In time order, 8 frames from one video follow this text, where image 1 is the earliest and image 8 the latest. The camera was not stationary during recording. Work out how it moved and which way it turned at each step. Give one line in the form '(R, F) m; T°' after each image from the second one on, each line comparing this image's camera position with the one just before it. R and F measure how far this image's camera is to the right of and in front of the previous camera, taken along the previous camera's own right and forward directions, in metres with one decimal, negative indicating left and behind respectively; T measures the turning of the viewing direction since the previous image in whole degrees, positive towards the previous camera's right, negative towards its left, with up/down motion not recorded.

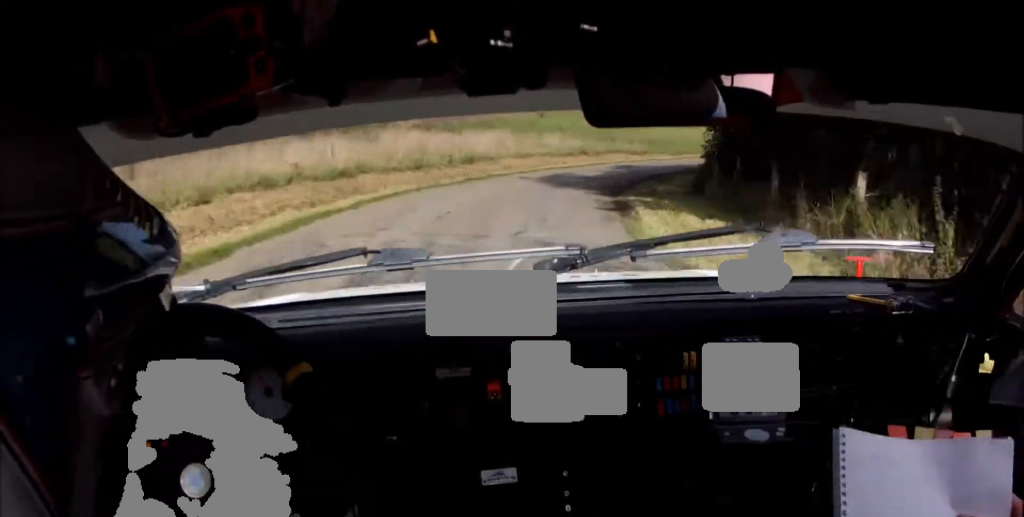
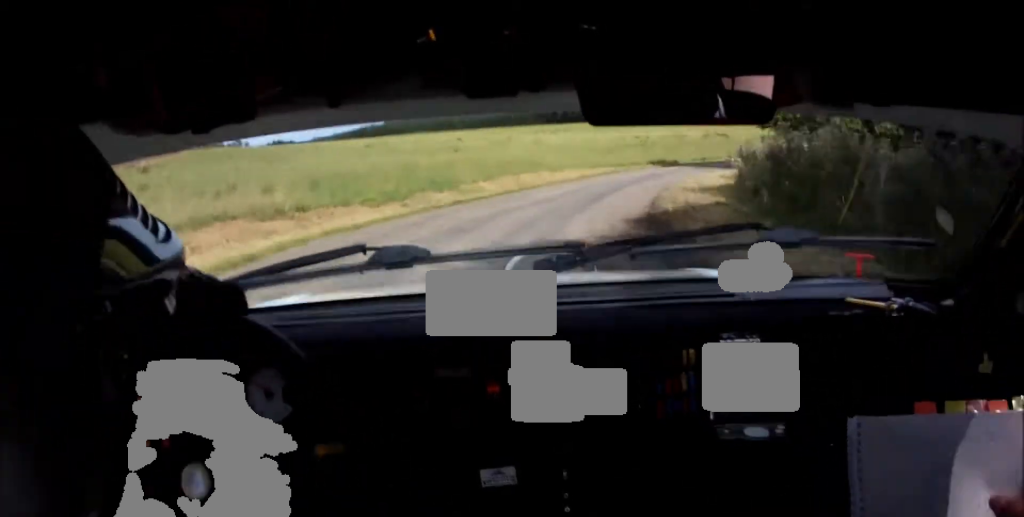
(+7.2, +36.3) m; +26°
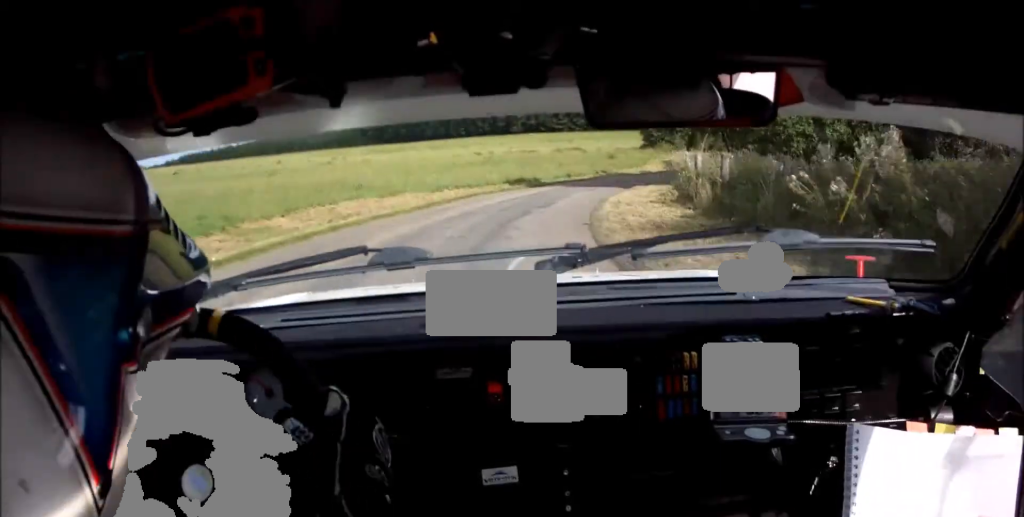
(+1.7, +11.1) m; +7°
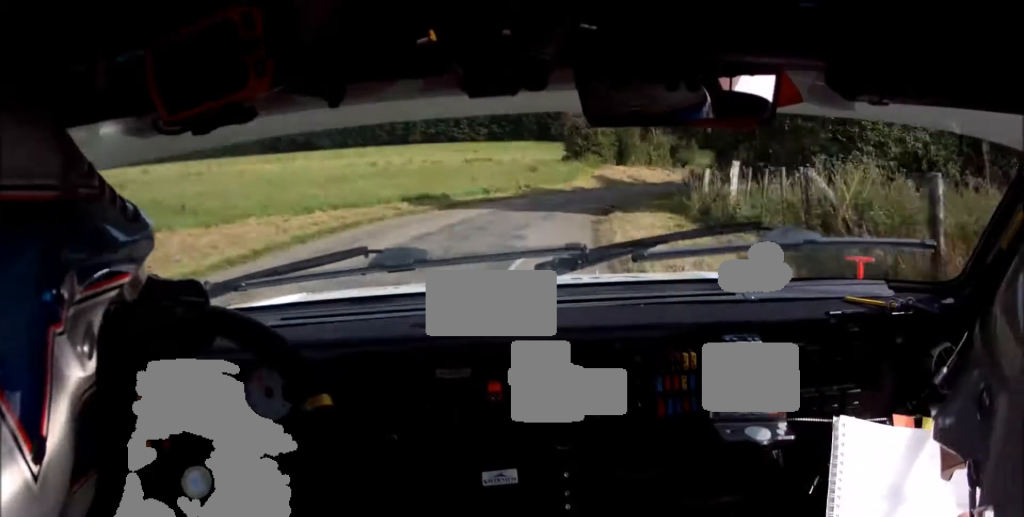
(+0.3, +11.2) m; +7°
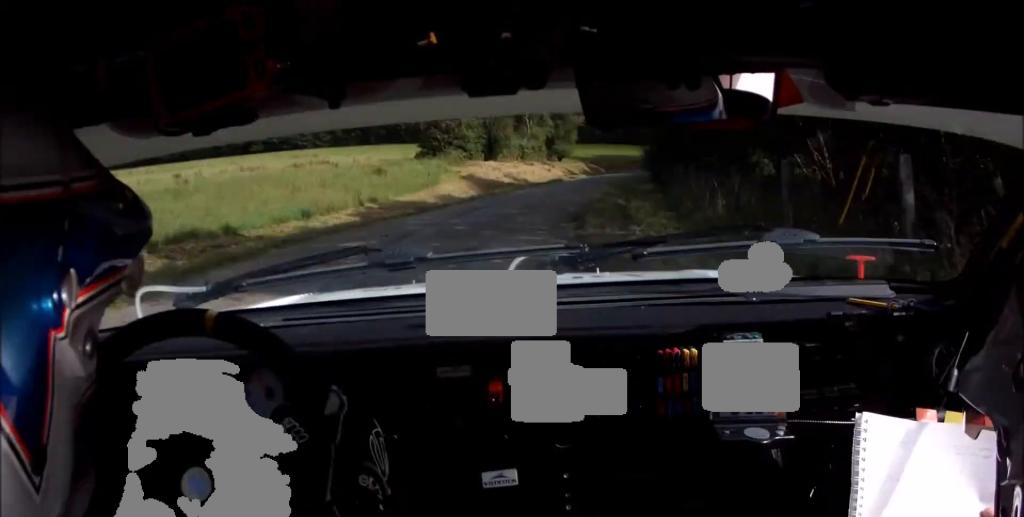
(+1.5, +14.6) m; +7°
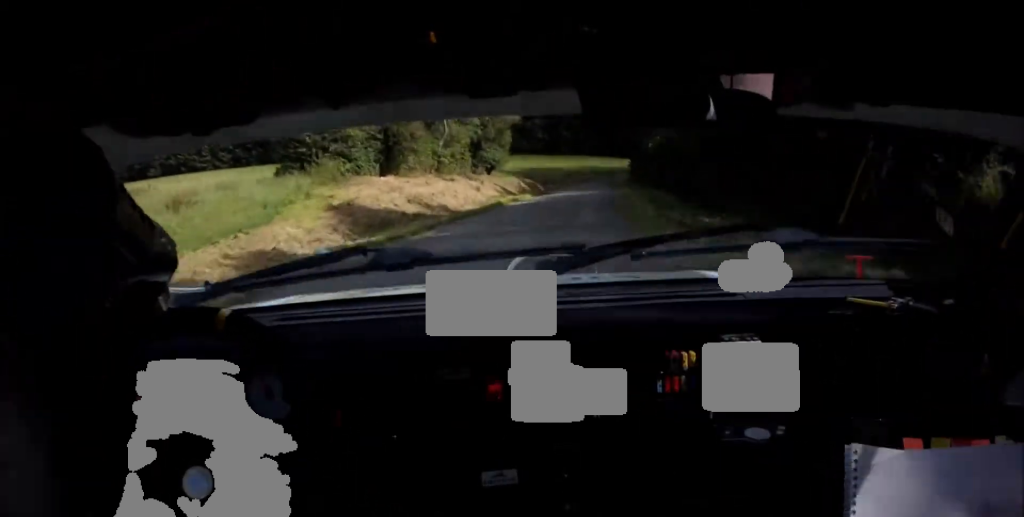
(+1.0, +18.9) m; +8°
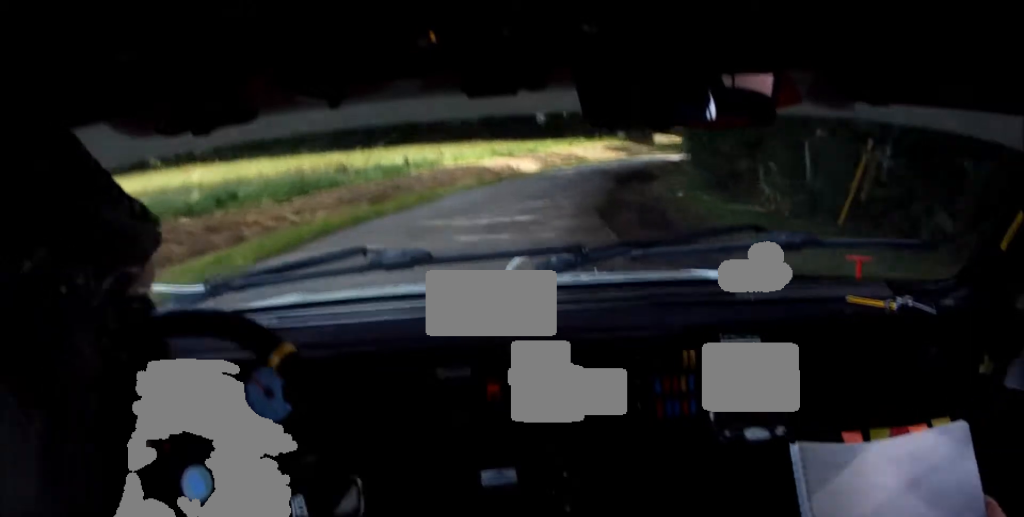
(+17.6, +93.8) m; +28°
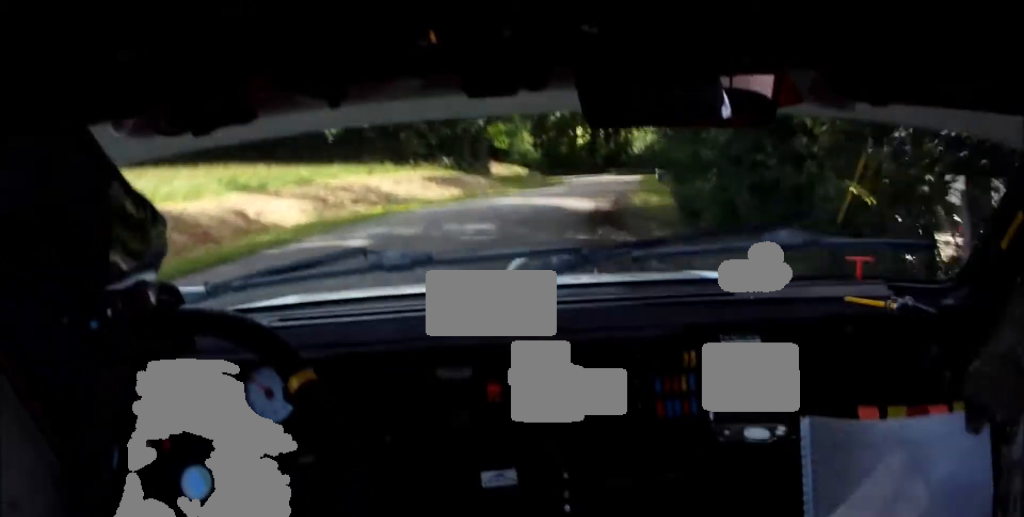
(+2.1, +21.1) m; +10°
